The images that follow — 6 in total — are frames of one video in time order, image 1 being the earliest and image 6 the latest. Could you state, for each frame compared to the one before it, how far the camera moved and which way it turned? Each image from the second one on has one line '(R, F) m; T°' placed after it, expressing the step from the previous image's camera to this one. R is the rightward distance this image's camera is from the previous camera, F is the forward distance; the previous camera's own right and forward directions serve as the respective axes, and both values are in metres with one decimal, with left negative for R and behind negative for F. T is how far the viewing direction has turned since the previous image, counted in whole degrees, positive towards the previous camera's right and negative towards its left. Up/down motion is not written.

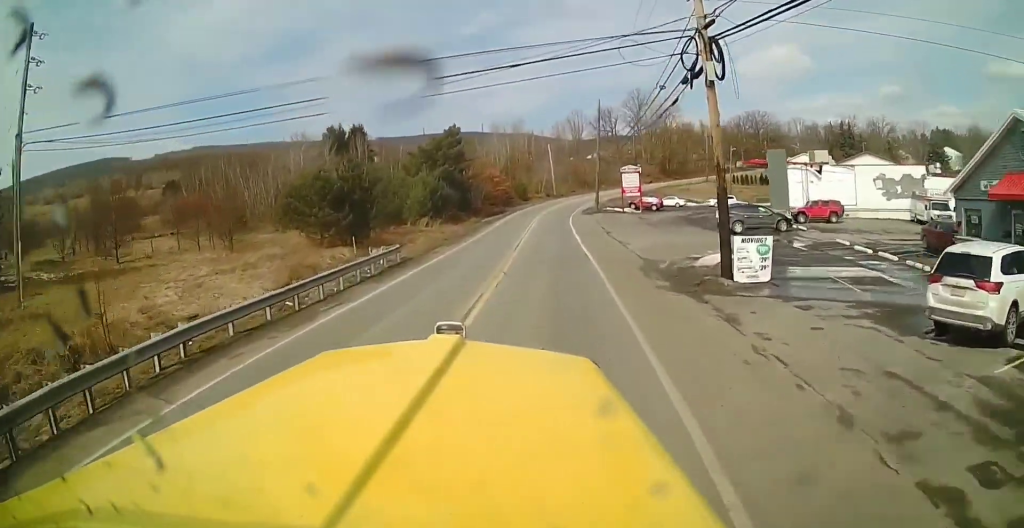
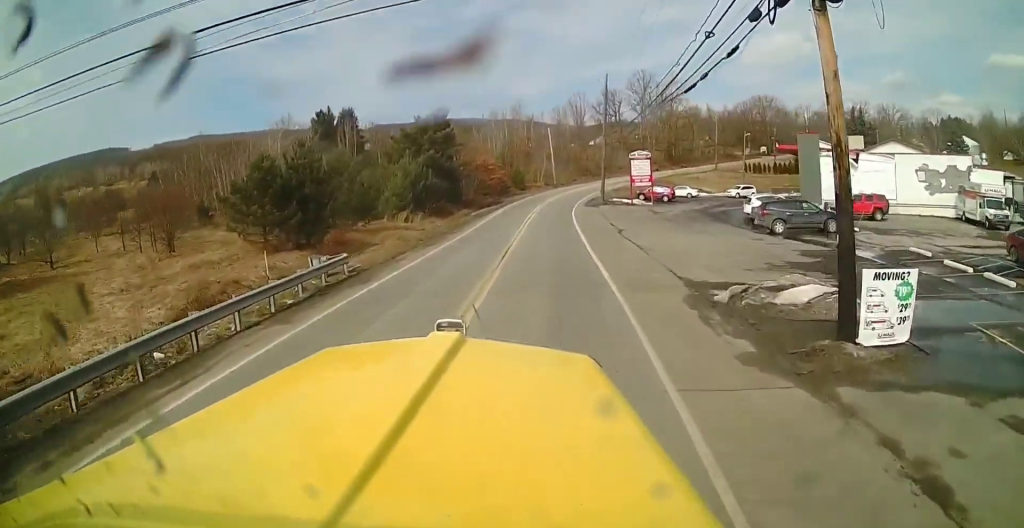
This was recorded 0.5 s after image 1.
(0.0, +7.2) m; 0°
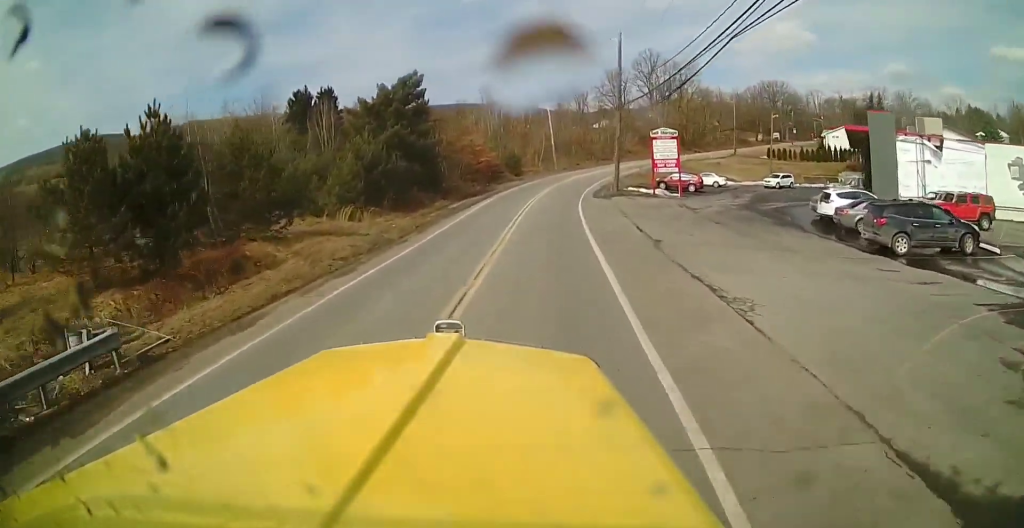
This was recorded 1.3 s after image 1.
(+0.5, +12.4) m; -1°
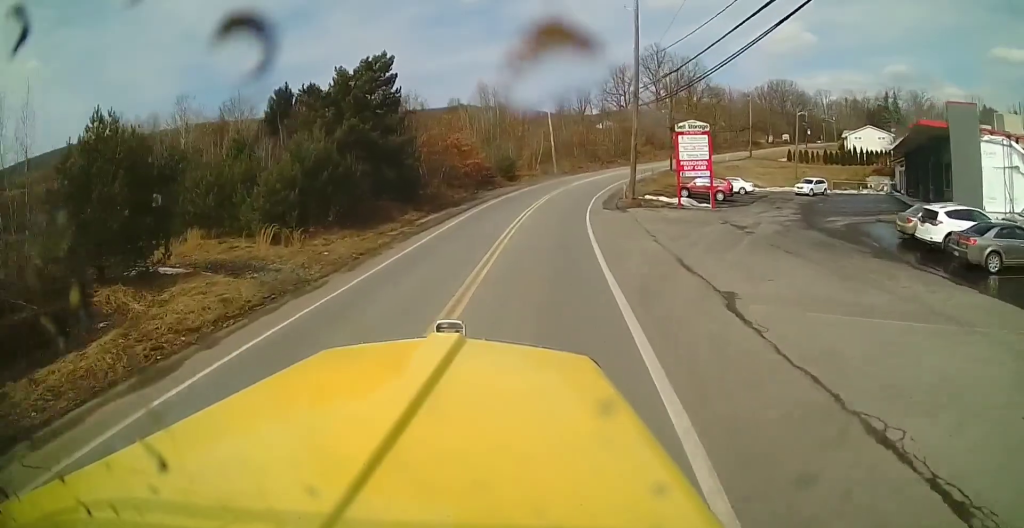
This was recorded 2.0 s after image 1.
(-0.6, +9.4) m; -1°
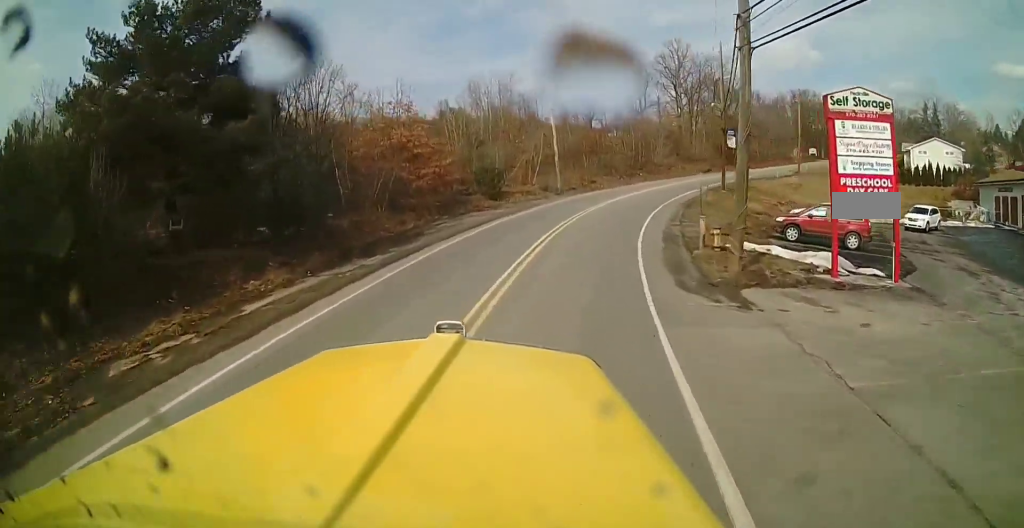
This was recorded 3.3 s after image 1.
(+0.2, +20.6) m; +2°
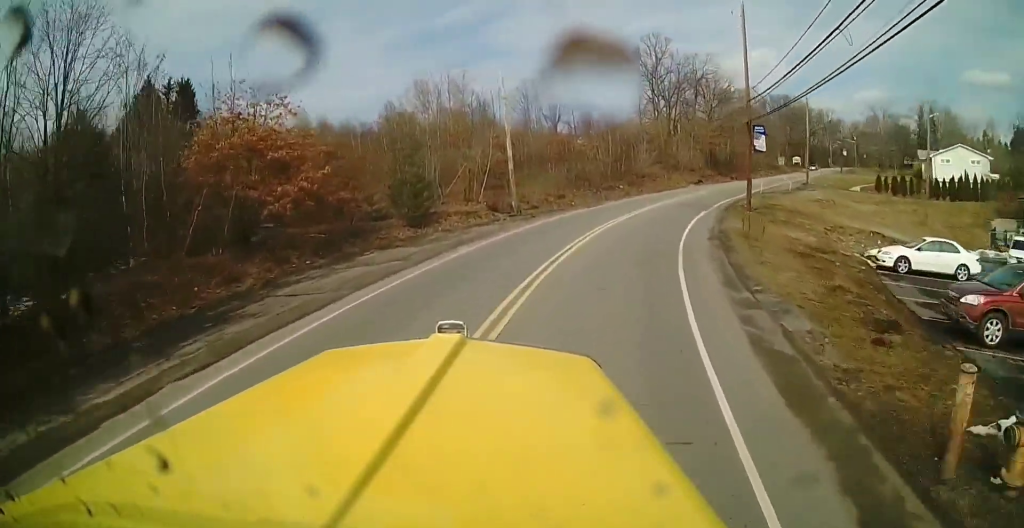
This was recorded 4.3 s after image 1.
(+0.1, +15.4) m; +3°
